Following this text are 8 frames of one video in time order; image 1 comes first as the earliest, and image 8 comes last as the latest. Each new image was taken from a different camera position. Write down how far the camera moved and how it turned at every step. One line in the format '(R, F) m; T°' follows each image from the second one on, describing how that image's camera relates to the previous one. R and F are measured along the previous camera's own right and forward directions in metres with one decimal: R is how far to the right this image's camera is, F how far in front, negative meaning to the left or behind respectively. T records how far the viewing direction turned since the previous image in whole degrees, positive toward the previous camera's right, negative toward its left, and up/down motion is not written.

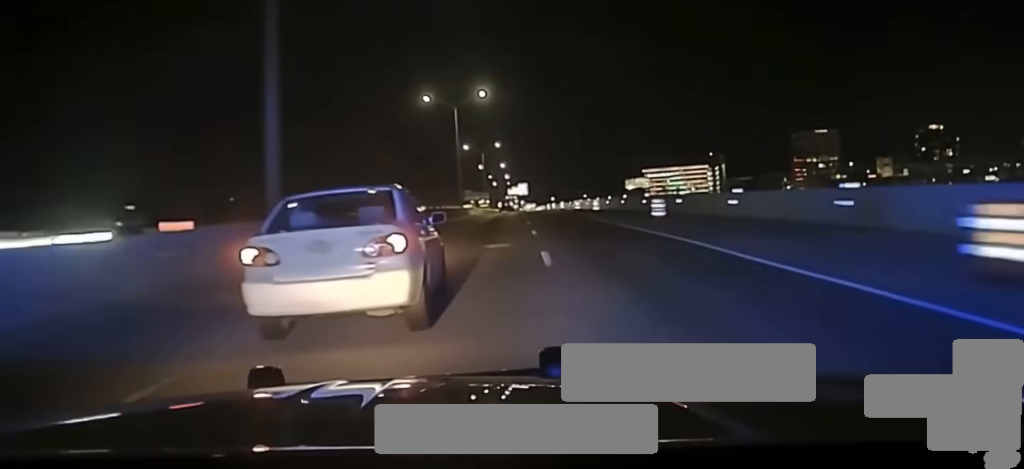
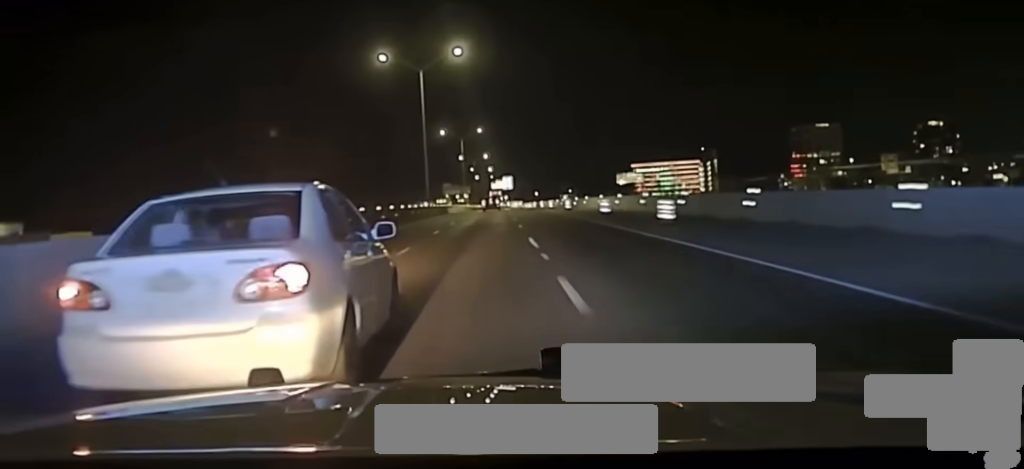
(+0.2, +31.6) m; 0°
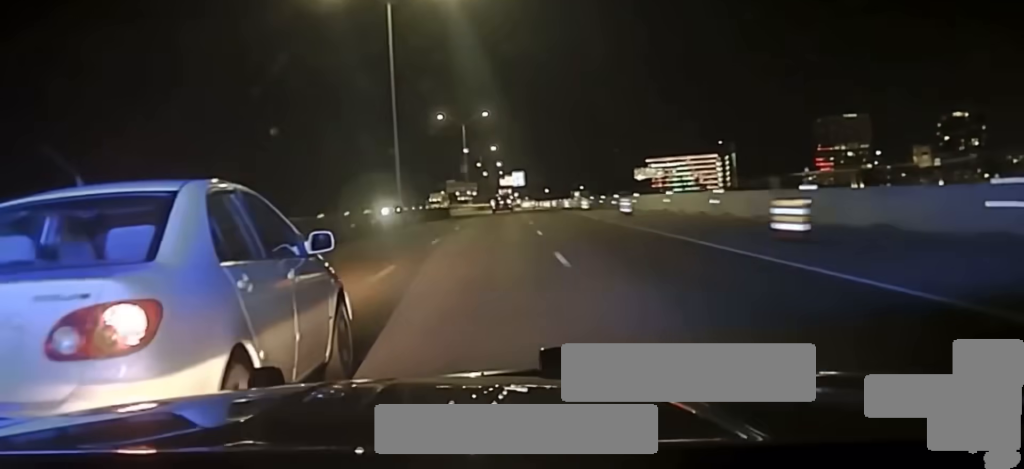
(+0.4, +32.2) m; 0°
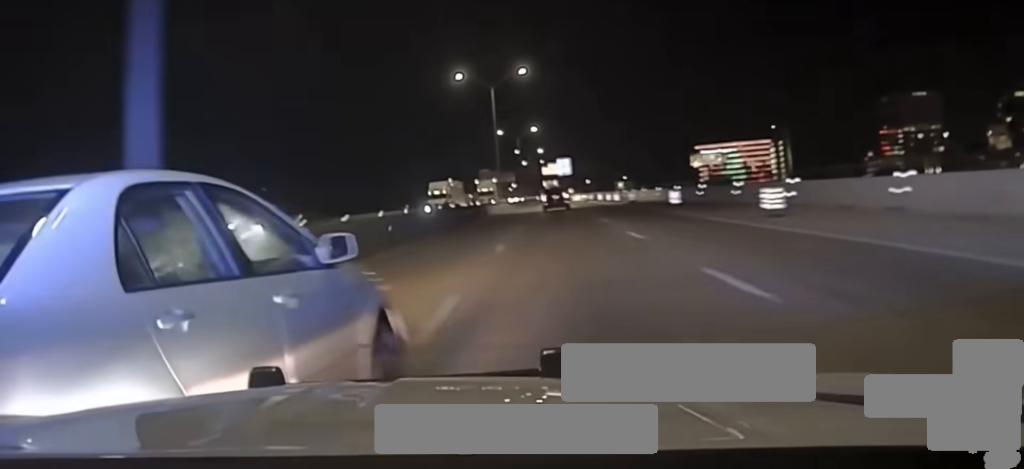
(-0.4, +43.5) m; -2°
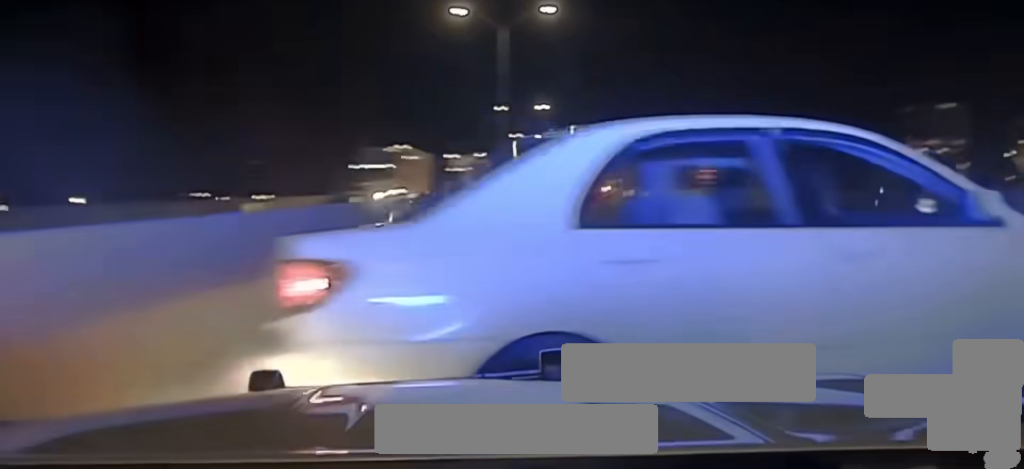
(-0.9, +29.6) m; -1°
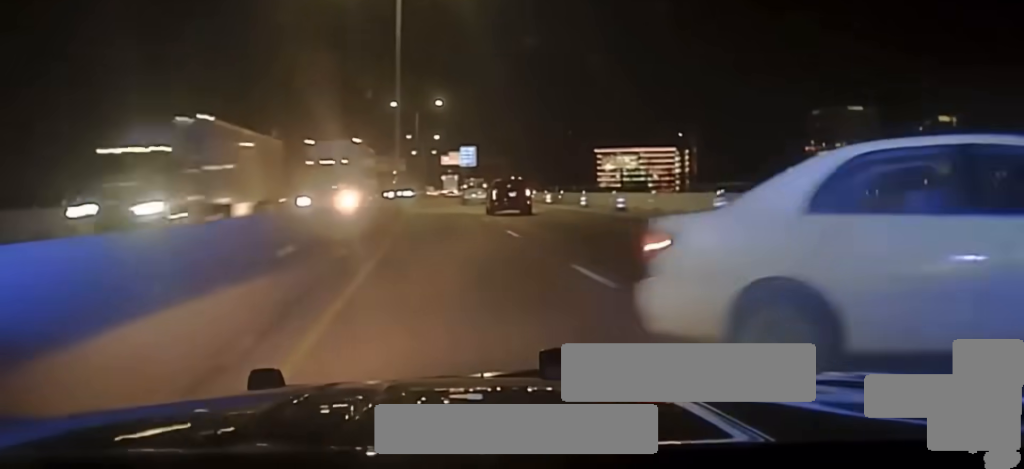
(-0.1, +17.2) m; 0°
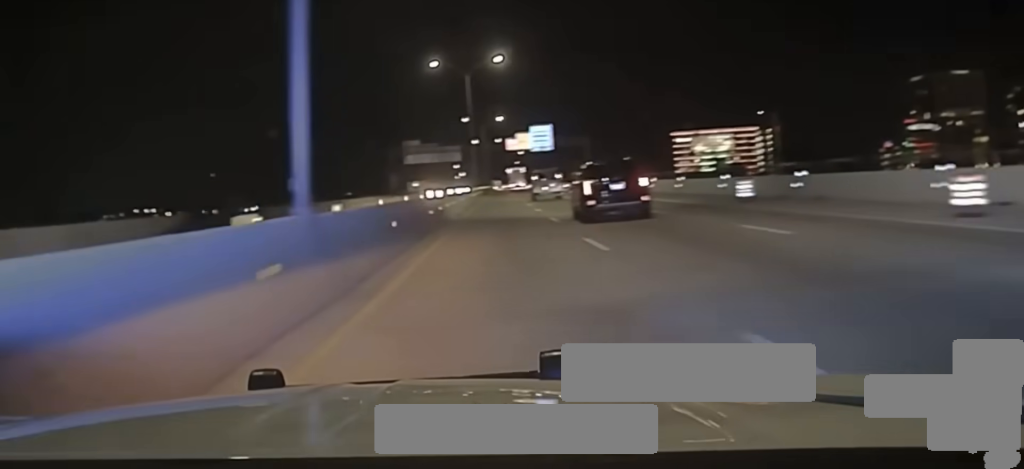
(+1.0, +45.8) m; +3°
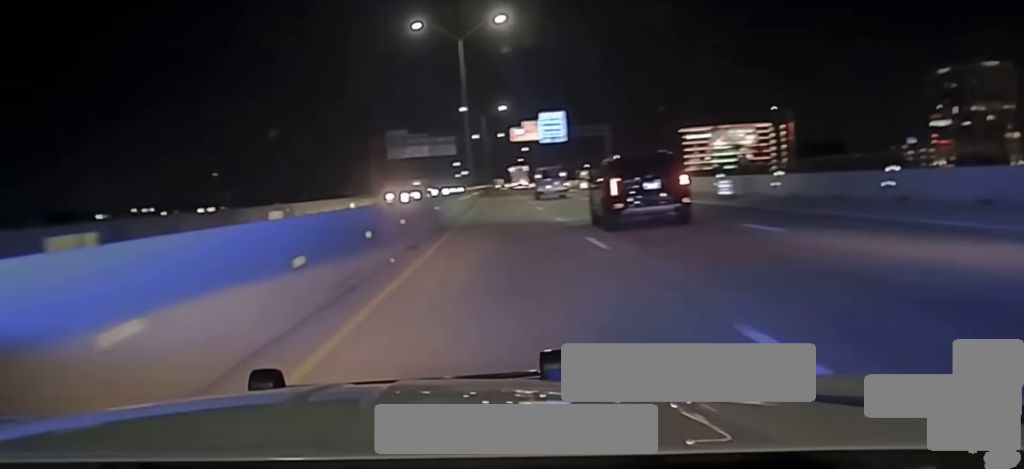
(+0.7, +26.0) m; +1°
